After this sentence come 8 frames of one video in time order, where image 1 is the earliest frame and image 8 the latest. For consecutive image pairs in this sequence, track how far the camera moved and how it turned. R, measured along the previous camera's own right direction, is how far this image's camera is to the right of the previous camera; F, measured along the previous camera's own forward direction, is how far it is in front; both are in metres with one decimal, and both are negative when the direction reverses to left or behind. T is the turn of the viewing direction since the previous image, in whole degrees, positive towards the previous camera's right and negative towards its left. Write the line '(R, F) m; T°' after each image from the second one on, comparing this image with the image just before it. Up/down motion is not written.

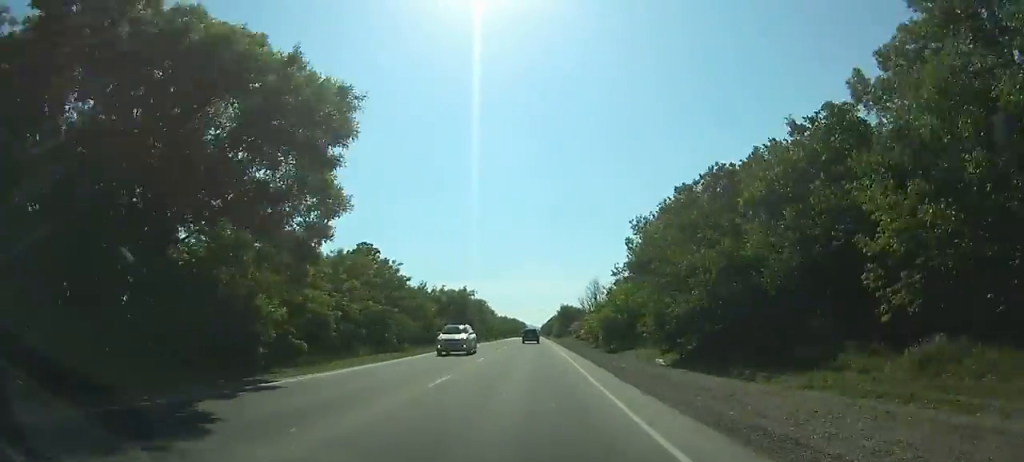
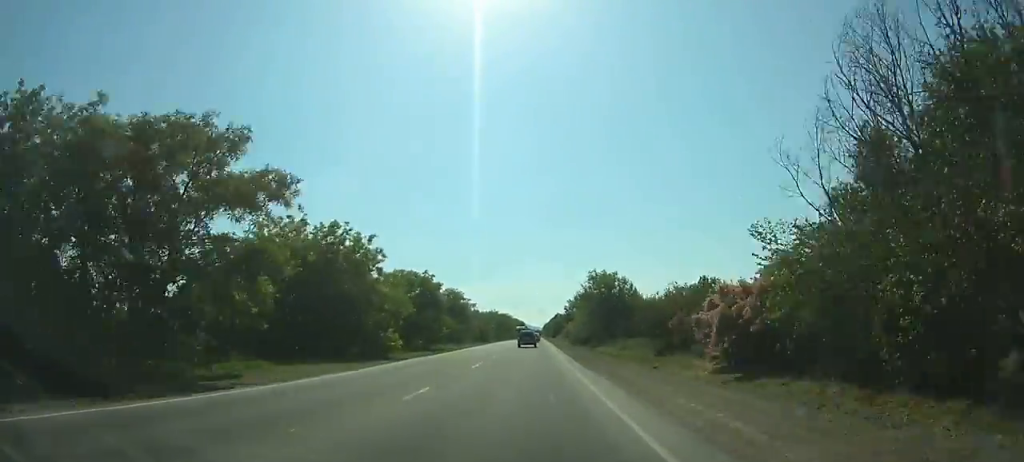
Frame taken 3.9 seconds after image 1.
(+0.4, +73.6) m; 0°
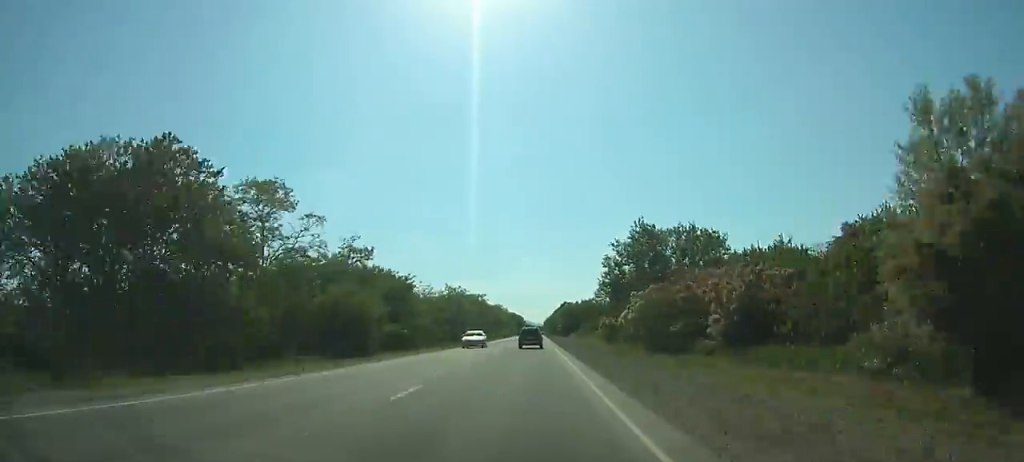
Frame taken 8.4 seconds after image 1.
(-0.1, +85.8) m; 0°
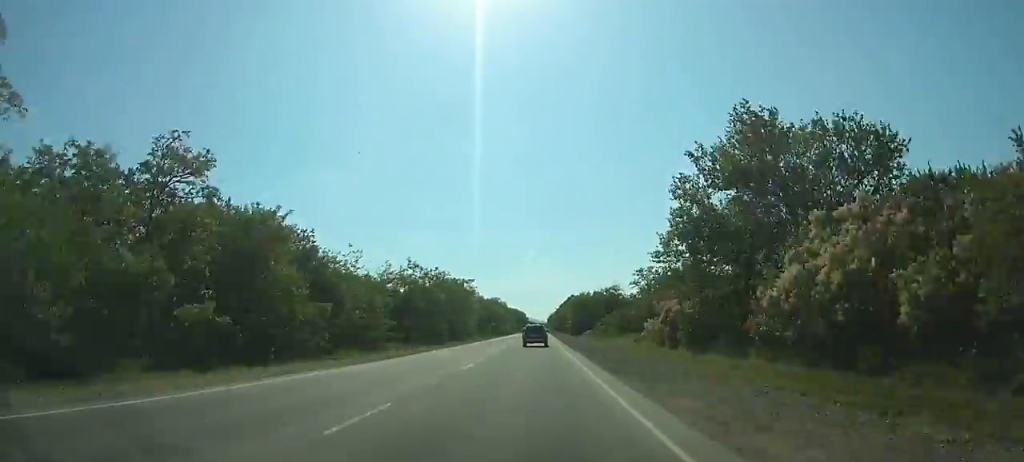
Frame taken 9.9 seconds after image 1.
(+0.1, +26.9) m; 0°
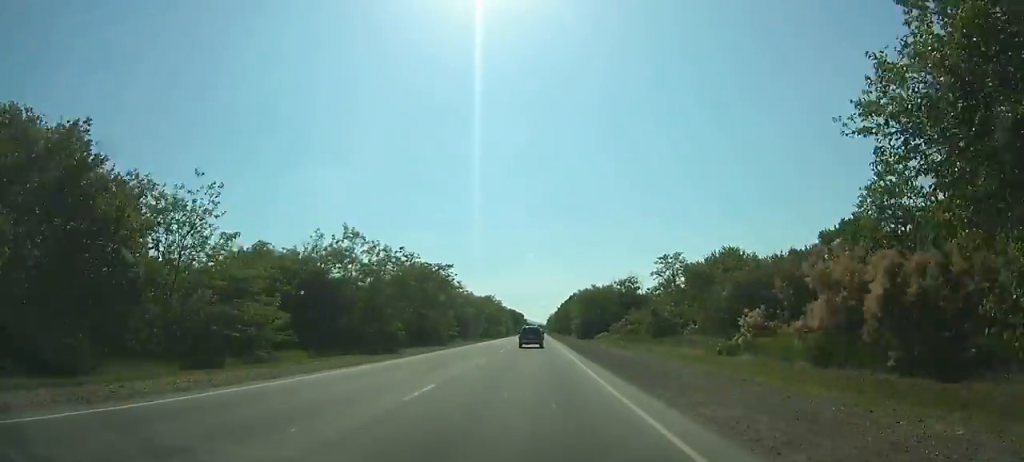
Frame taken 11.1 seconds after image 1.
(-0.1, +21.6) m; 0°
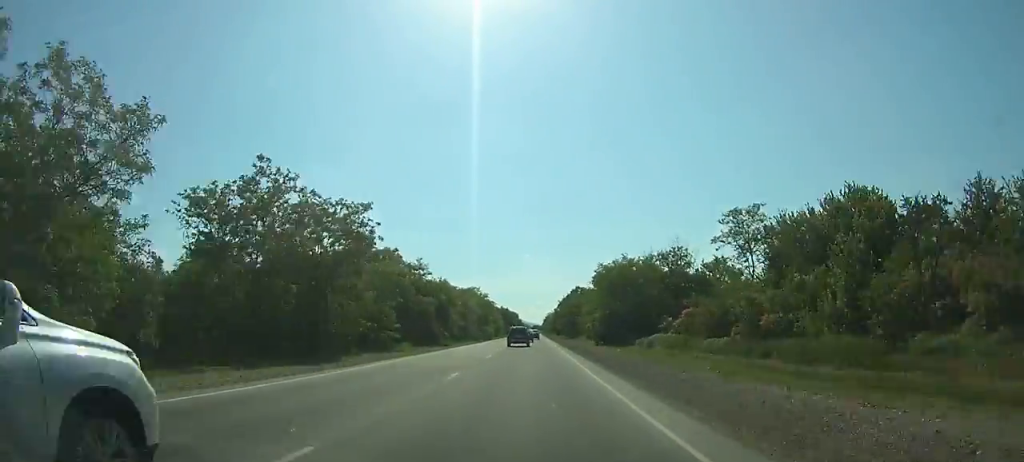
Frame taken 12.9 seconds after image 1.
(+0.2, +31.0) m; 0°
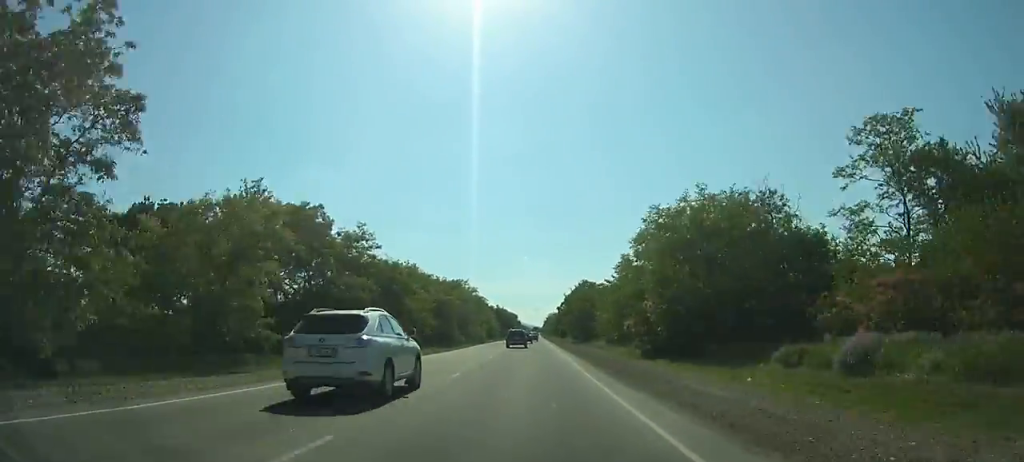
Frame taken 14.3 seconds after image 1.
(+0.2, +23.9) m; 0°
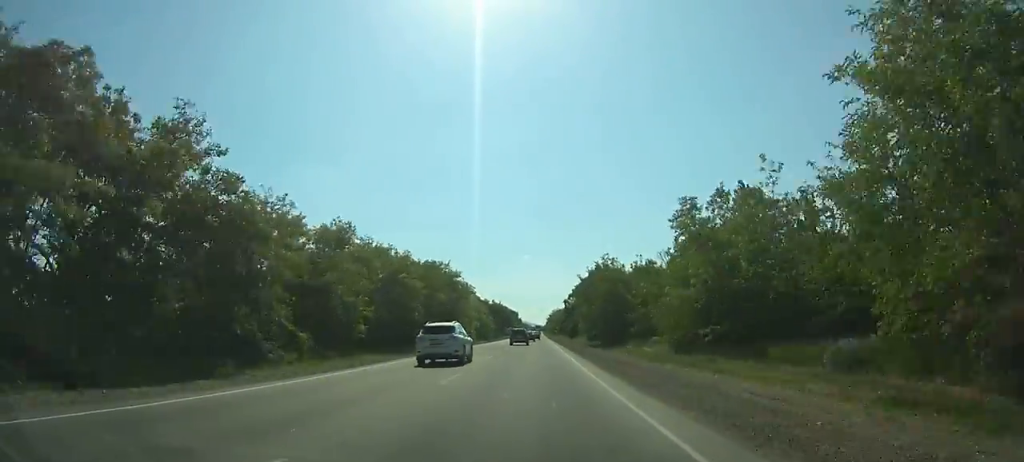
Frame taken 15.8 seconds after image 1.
(-0.1, +25.3) m; 0°
